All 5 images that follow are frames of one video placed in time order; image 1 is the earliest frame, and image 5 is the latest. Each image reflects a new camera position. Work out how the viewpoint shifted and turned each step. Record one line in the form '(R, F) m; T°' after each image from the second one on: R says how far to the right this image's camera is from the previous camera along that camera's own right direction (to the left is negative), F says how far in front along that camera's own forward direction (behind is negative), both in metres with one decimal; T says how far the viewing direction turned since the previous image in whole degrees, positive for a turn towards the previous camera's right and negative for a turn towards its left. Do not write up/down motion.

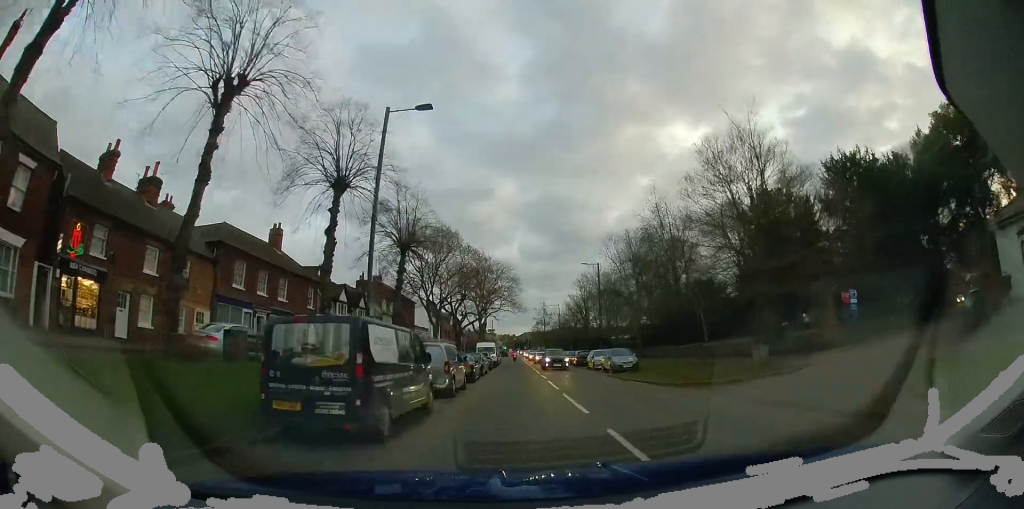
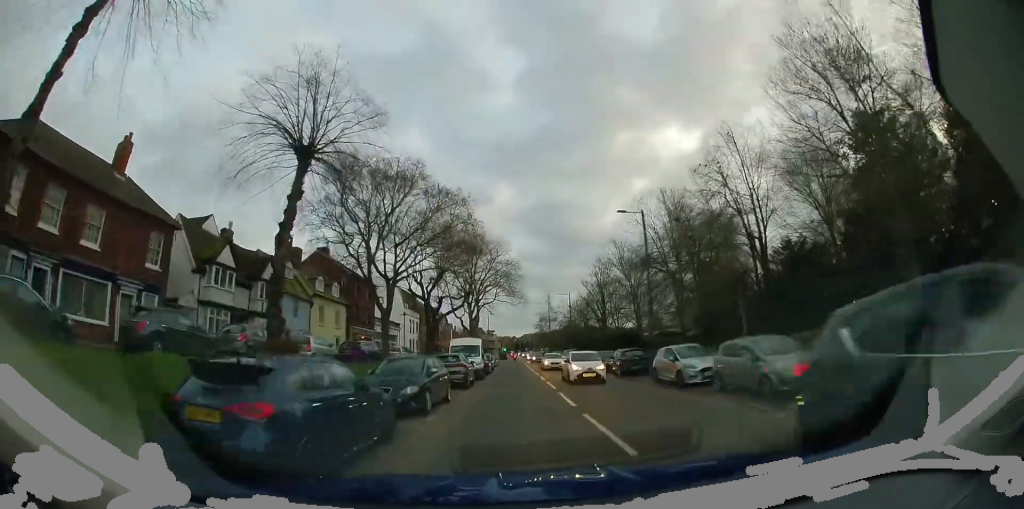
(-0.4, +16.4) m; 0°
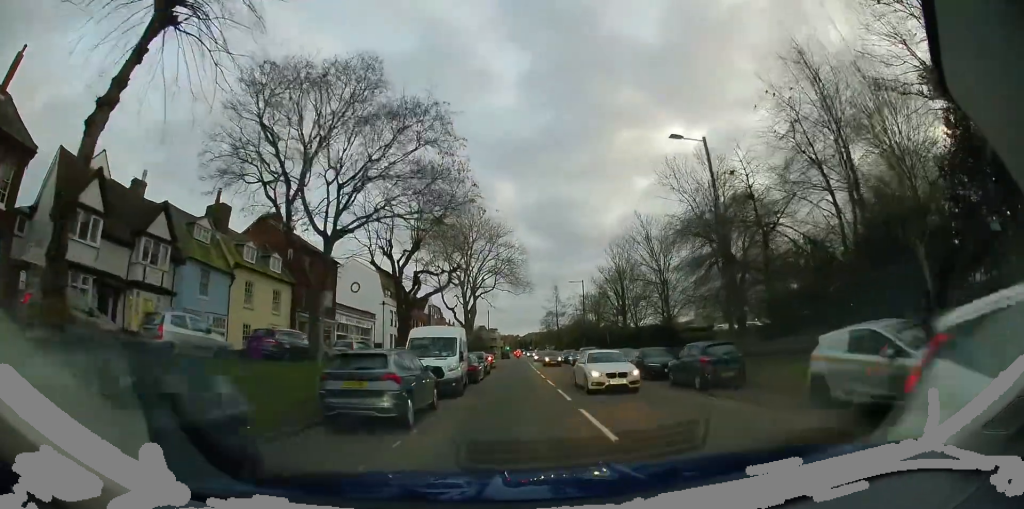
(+0.2, +10.2) m; -1°
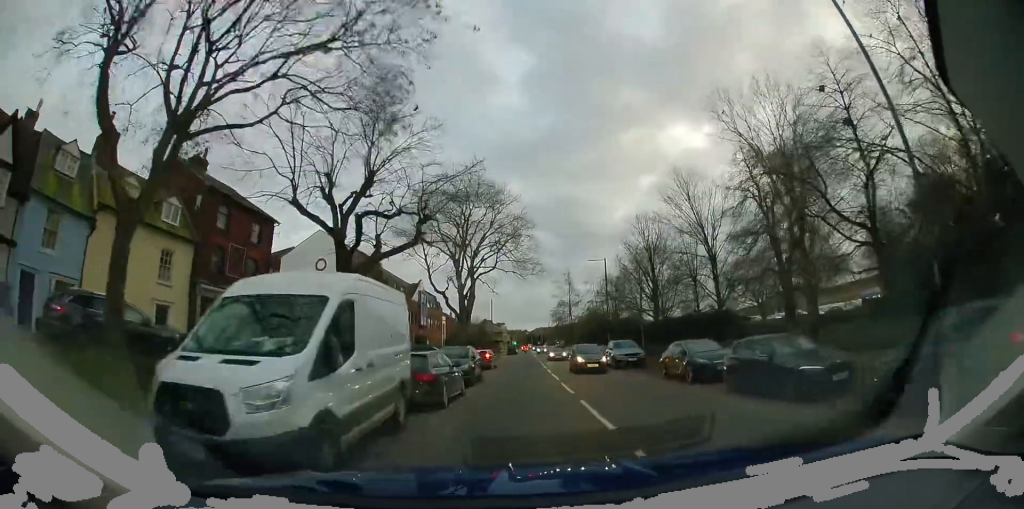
(-0.4, +9.9) m; -2°
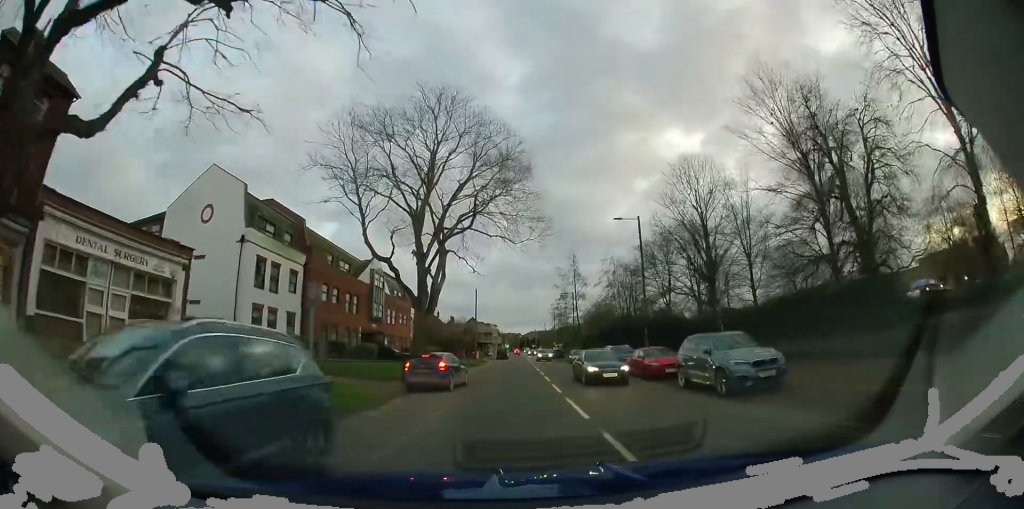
(+0.4, +14.2) m; +1°
